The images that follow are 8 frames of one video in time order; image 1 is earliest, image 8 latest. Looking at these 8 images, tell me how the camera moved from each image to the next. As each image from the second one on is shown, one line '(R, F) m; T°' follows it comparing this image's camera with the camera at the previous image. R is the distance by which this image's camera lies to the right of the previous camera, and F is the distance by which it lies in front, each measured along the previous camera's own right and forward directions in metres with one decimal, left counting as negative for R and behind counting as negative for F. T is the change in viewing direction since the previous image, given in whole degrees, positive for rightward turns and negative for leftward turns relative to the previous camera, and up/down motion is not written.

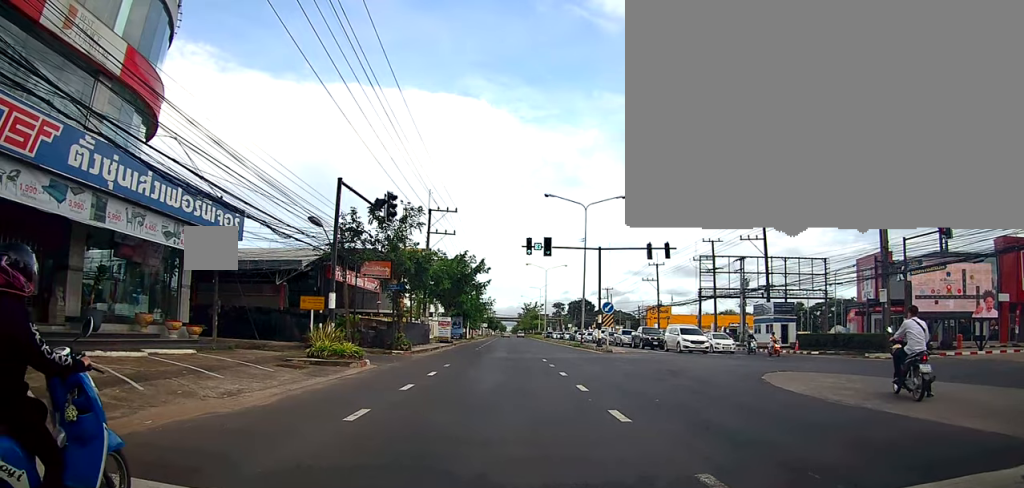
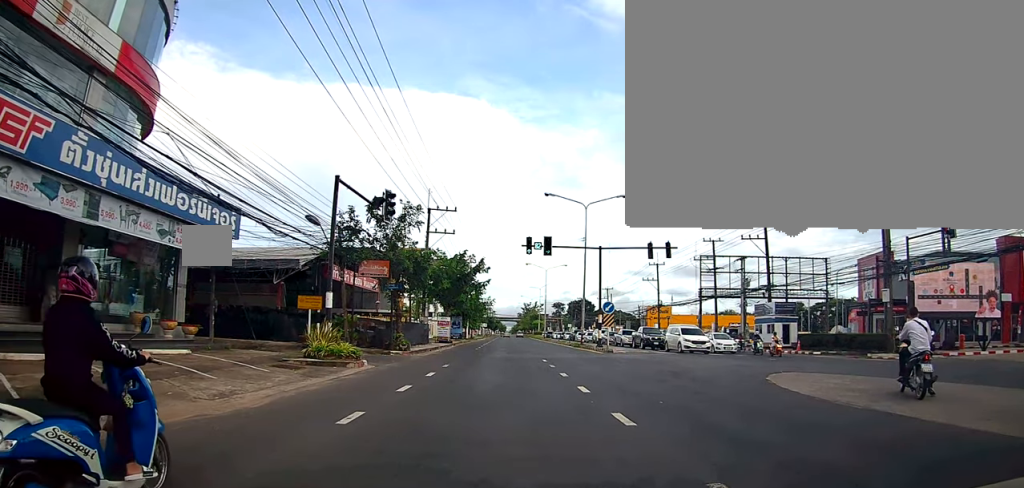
(0.0, 0.0) m; 0°
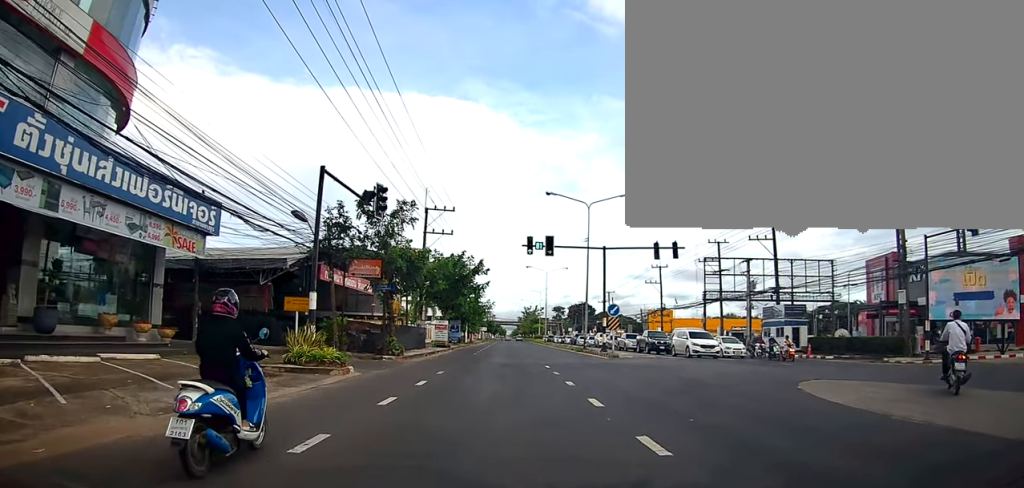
(0.0, 0.0) m; 0°
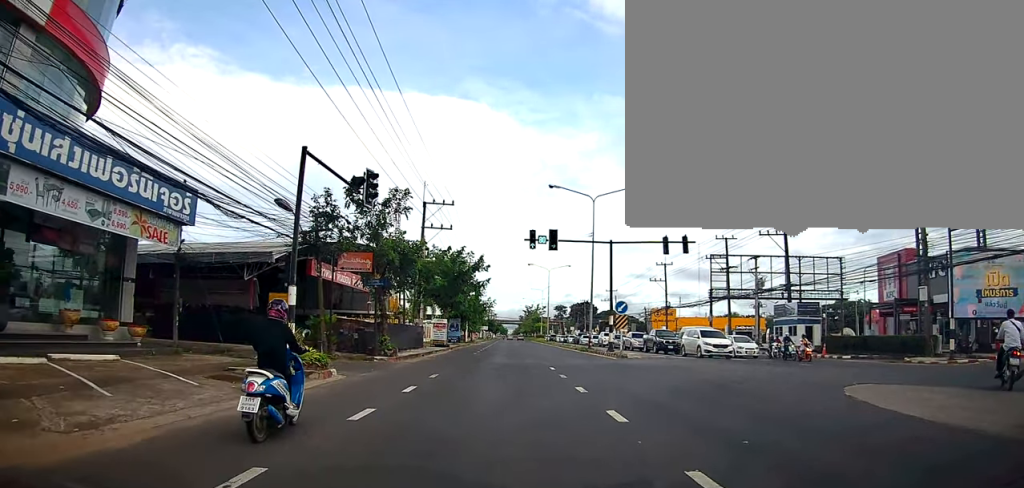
(0.0, +0.1) m; 0°
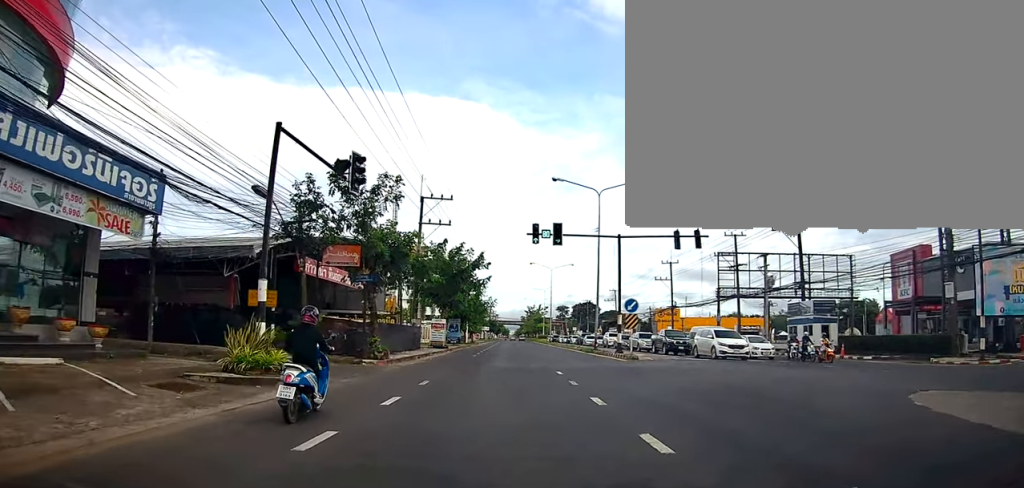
(+0.1, +0.8) m; 0°
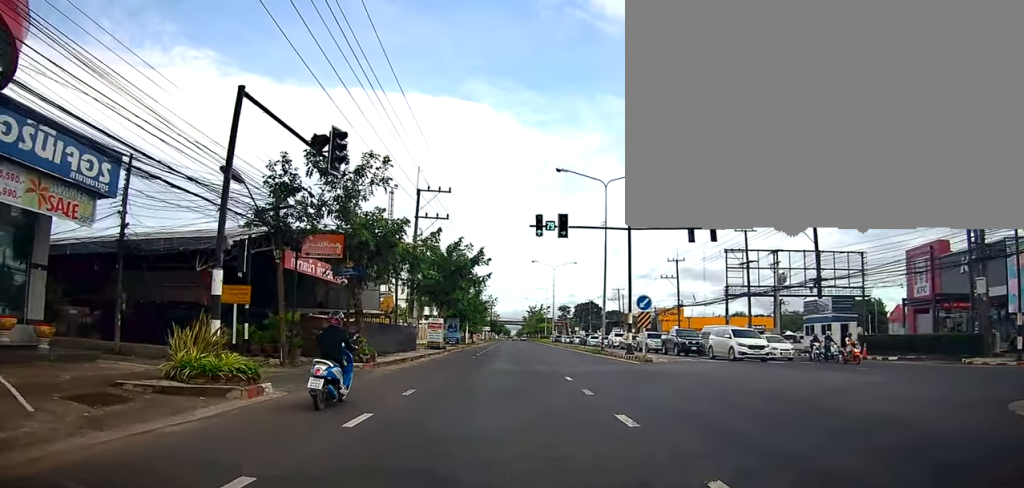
(+0.1, +0.9) m; 0°
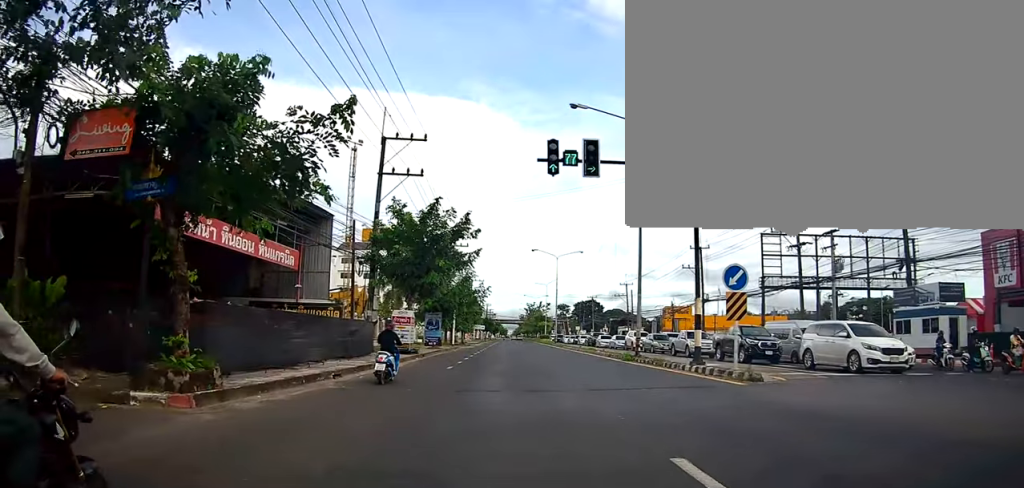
(+0.4, +9.4) m; +6°
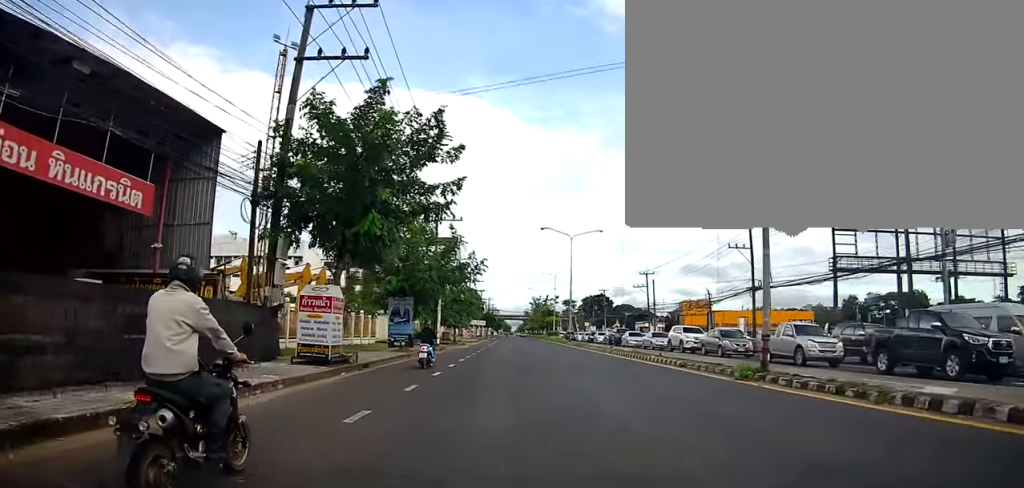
(-0.3, +13.1) m; -3°
